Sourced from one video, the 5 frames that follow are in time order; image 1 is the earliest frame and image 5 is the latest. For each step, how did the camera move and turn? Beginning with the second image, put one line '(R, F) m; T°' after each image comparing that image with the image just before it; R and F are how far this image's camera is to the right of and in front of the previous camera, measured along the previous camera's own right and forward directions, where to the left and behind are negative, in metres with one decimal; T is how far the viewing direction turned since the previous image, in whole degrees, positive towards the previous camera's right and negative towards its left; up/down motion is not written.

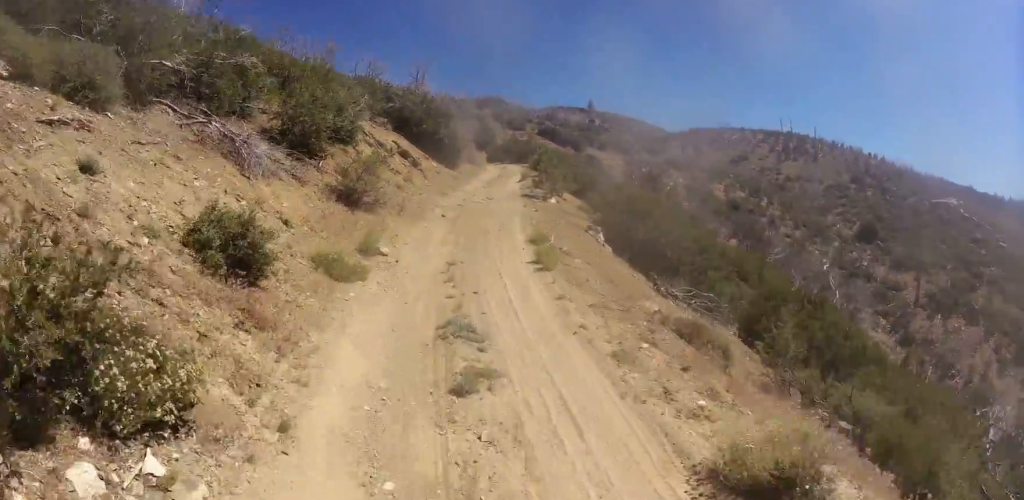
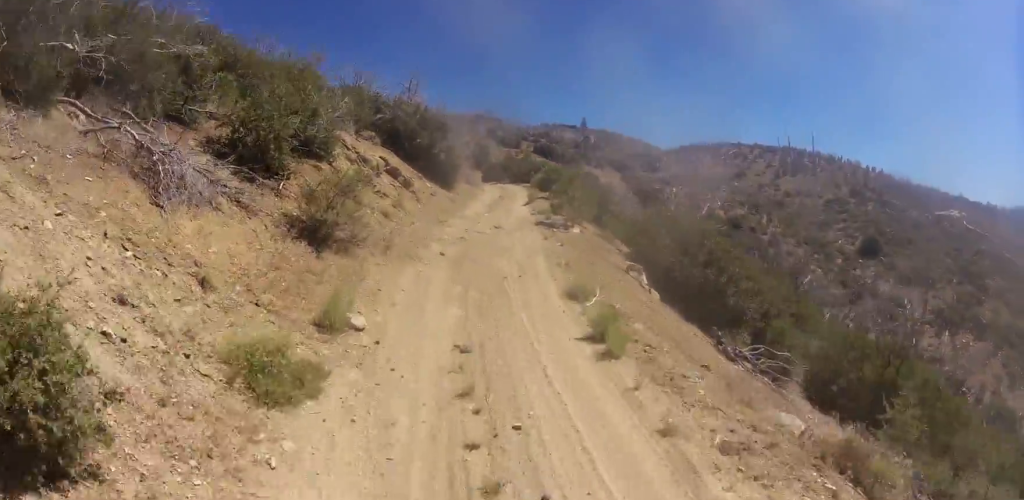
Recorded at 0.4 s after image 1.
(-0.2, +3.6) m; +2°
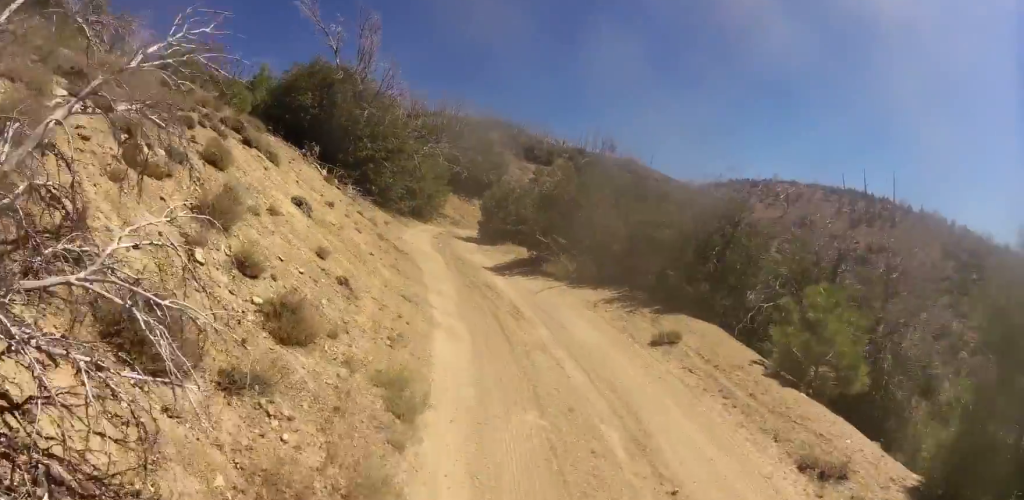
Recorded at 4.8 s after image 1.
(+3.7, +38.1) m; +4°
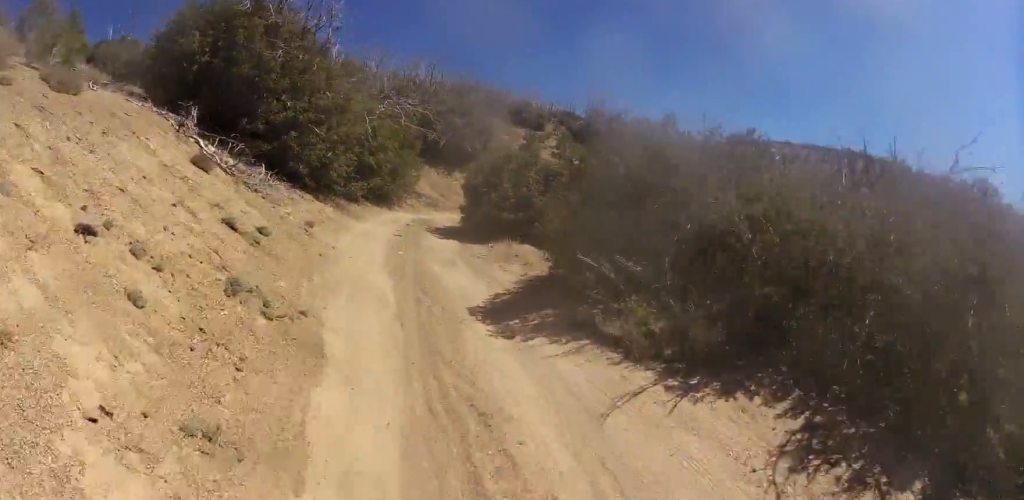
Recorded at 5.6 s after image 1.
(-0.6, +6.9) m; 0°
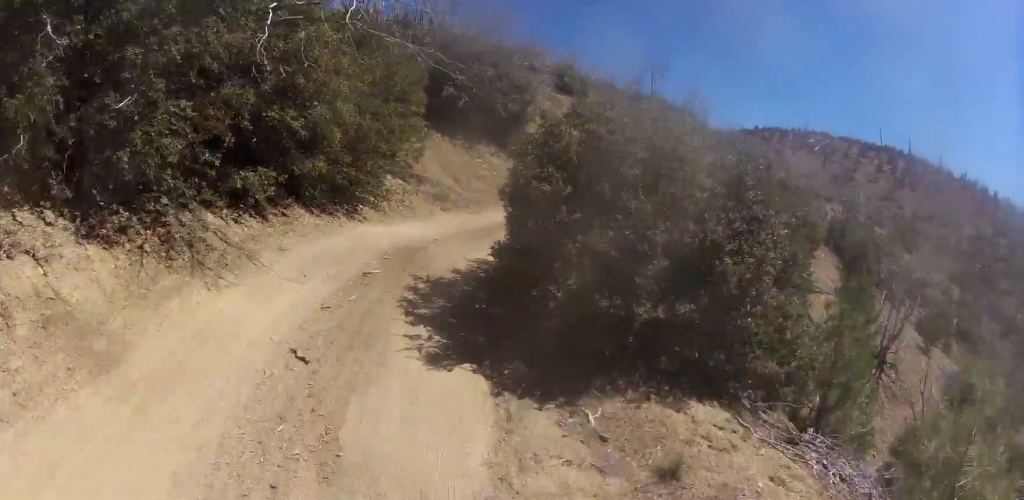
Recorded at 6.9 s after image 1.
(+0.6, +10.0) m; +13°
